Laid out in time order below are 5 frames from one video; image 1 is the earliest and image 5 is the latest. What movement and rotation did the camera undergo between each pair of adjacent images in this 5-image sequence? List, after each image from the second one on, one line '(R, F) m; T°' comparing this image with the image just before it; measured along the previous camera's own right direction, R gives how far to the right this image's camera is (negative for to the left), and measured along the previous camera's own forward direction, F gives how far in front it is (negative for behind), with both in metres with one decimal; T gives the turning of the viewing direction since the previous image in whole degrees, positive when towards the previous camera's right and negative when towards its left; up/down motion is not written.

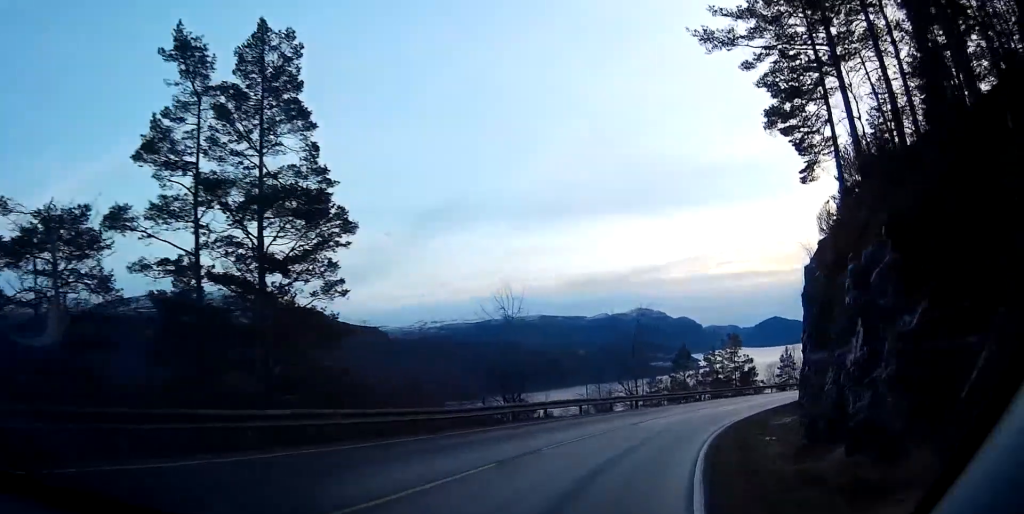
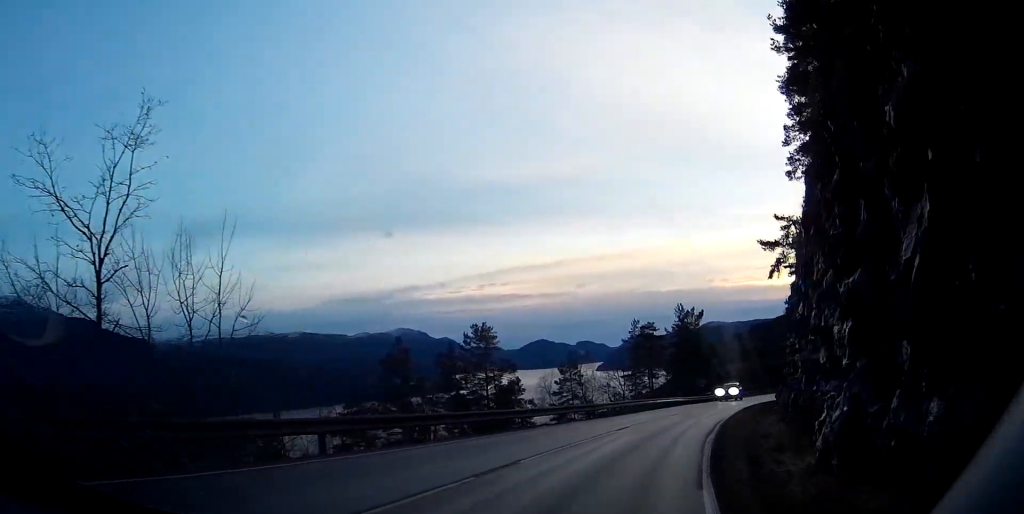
(+6.4, +33.7) m; +20°
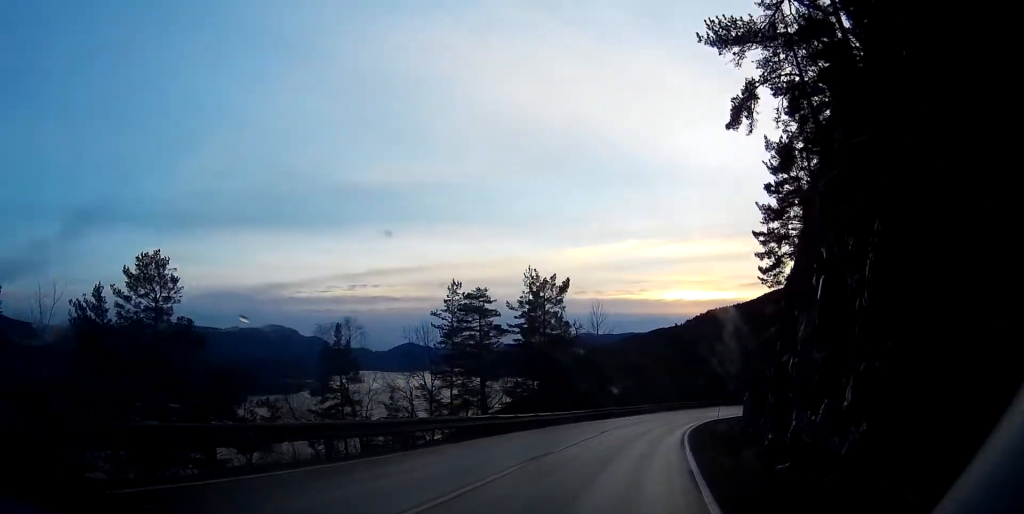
(+3.9, +31.1) m; +10°
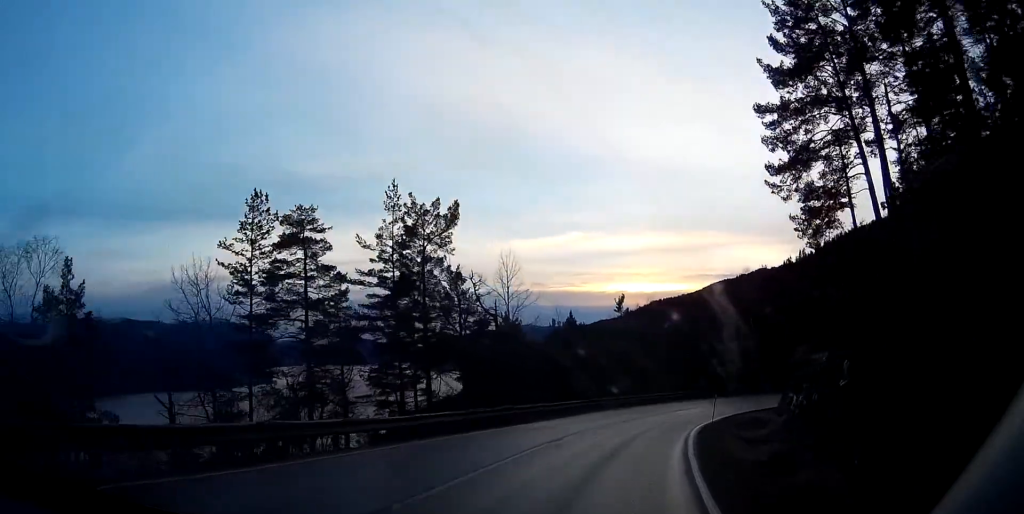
(+0.5, +20.7) m; +5°
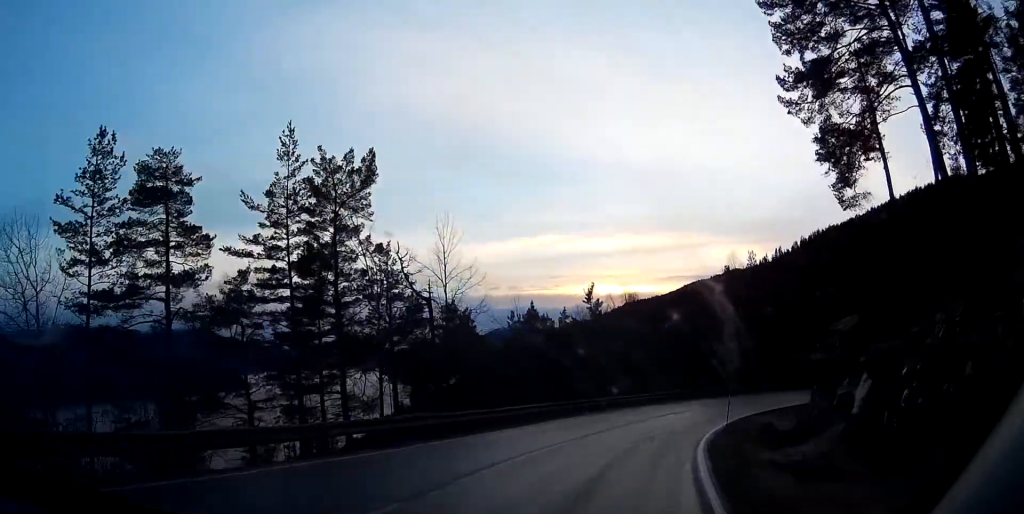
(+0.4, +8.8) m; +3°
